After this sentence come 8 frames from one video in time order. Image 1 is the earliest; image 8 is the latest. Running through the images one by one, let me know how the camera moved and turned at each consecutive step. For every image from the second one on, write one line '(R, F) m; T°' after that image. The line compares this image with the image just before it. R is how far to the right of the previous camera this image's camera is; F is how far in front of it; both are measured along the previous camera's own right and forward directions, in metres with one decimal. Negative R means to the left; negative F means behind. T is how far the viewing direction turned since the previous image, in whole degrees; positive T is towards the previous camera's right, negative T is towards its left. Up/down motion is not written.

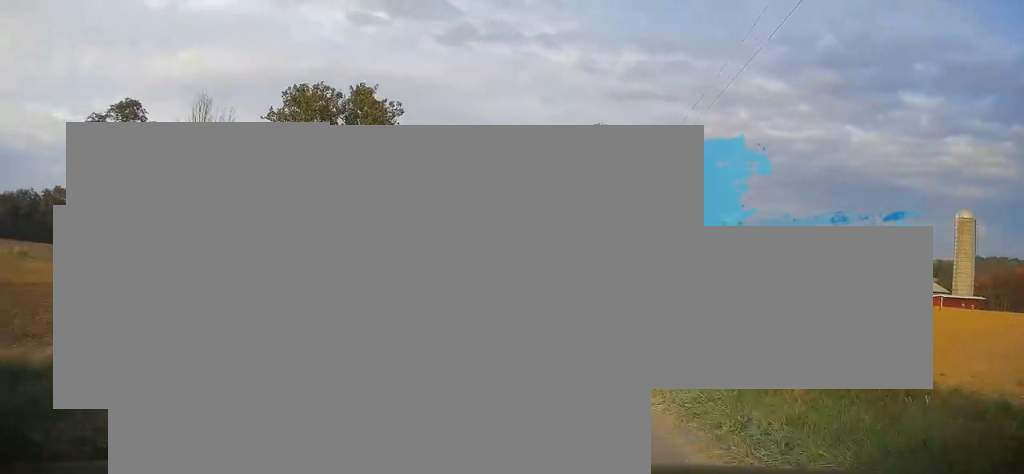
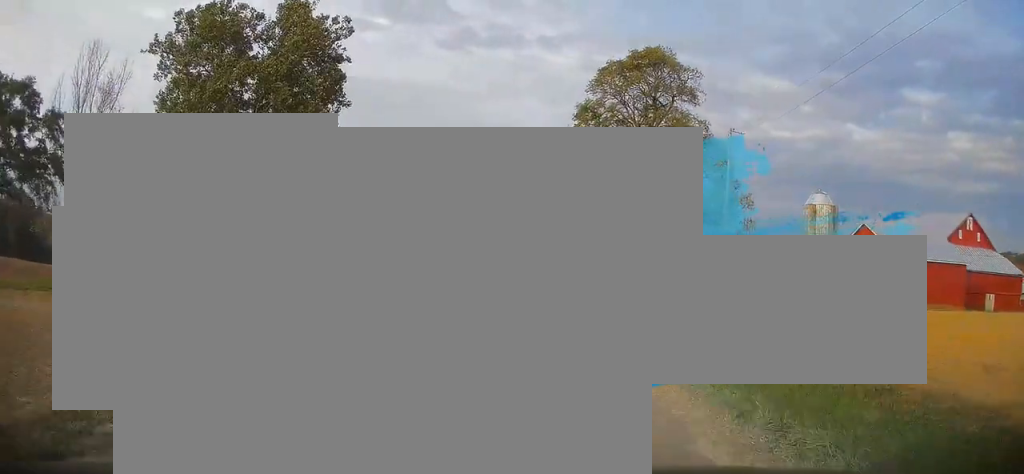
(+0.2, +30.5) m; +8°
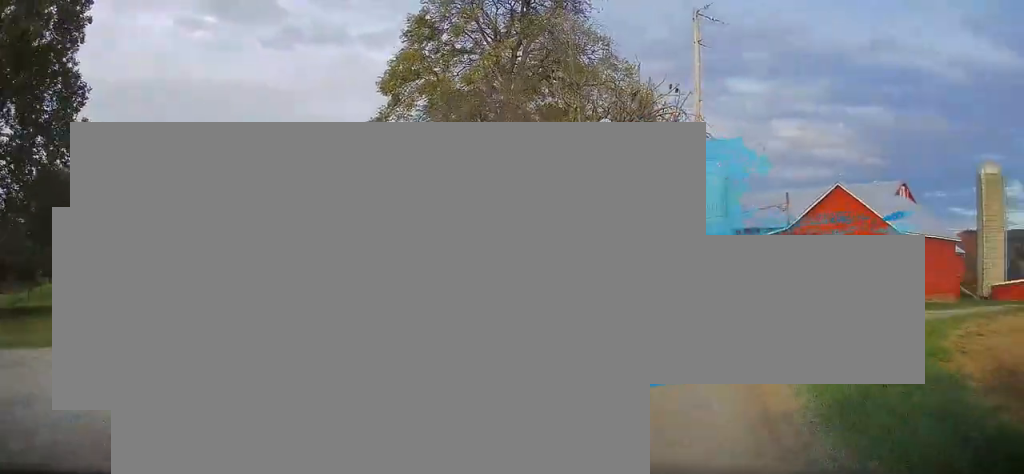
(+0.6, +19.7) m; +20°
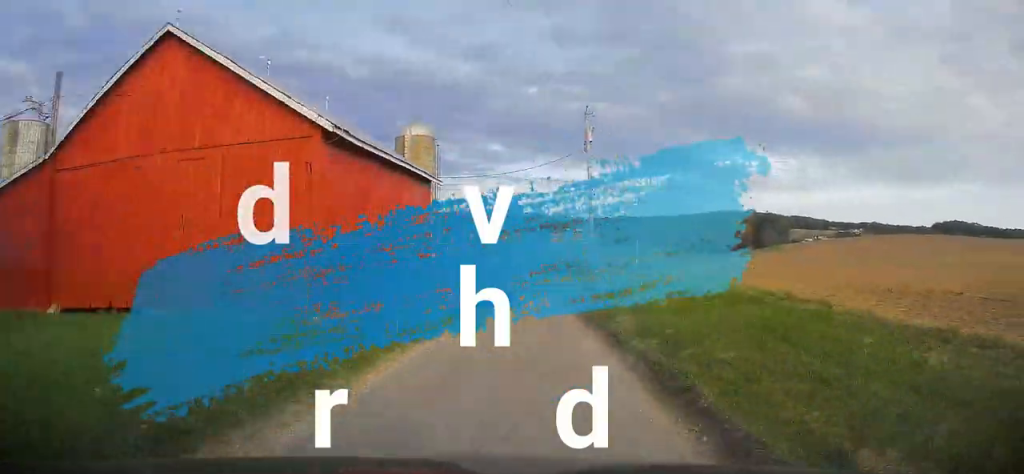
(+11.8, +22.9) m; +44°
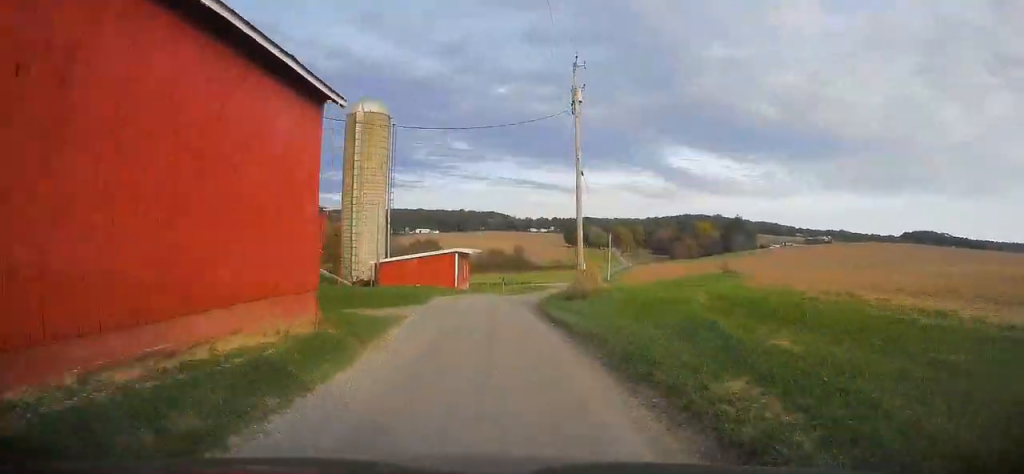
(+2.1, +9.7) m; +9°
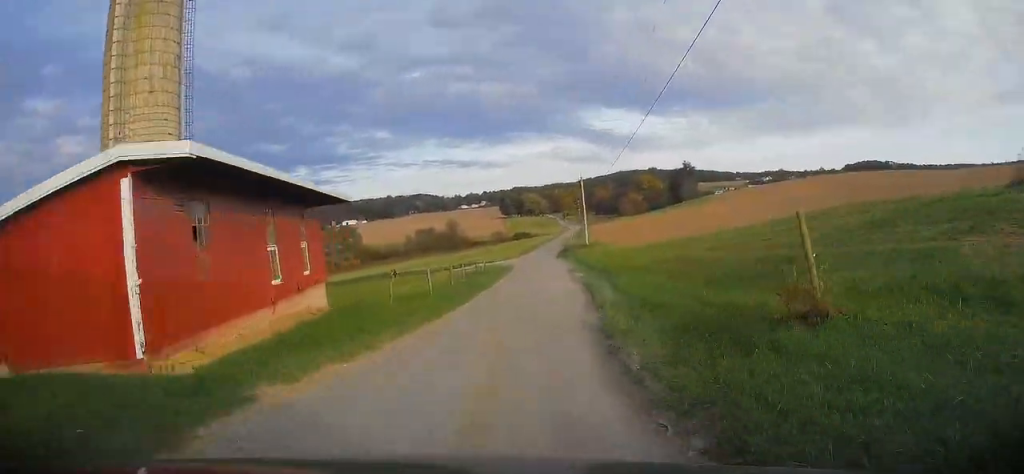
(+3.6, +35.2) m; +10°
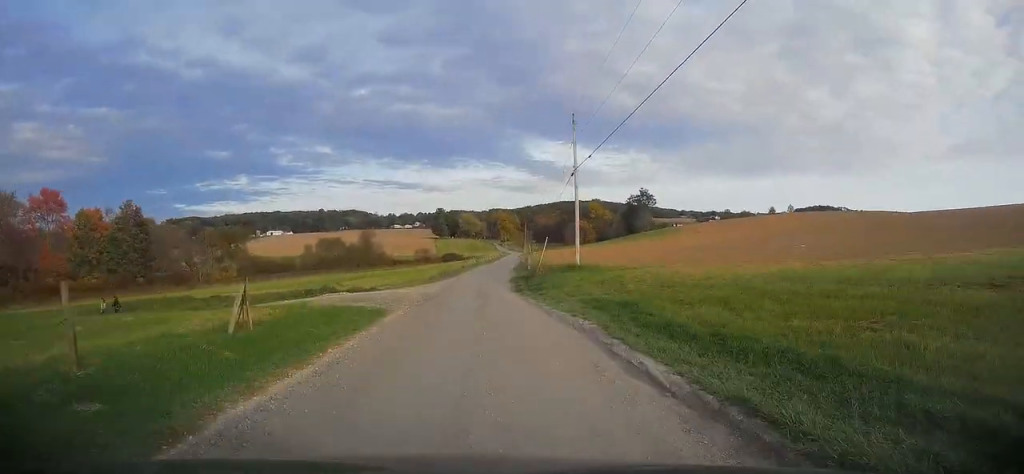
(+2.5, +41.2) m; +4°
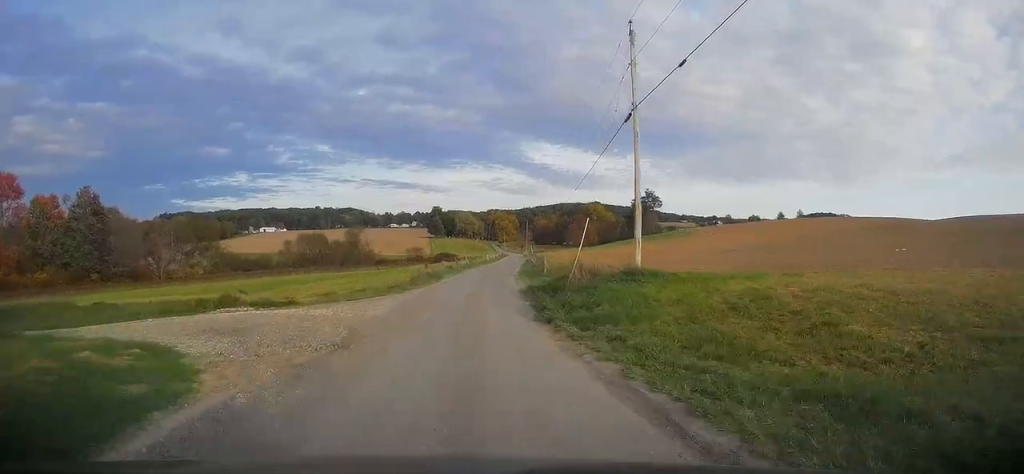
(+0.1, +14.6) m; 0°
